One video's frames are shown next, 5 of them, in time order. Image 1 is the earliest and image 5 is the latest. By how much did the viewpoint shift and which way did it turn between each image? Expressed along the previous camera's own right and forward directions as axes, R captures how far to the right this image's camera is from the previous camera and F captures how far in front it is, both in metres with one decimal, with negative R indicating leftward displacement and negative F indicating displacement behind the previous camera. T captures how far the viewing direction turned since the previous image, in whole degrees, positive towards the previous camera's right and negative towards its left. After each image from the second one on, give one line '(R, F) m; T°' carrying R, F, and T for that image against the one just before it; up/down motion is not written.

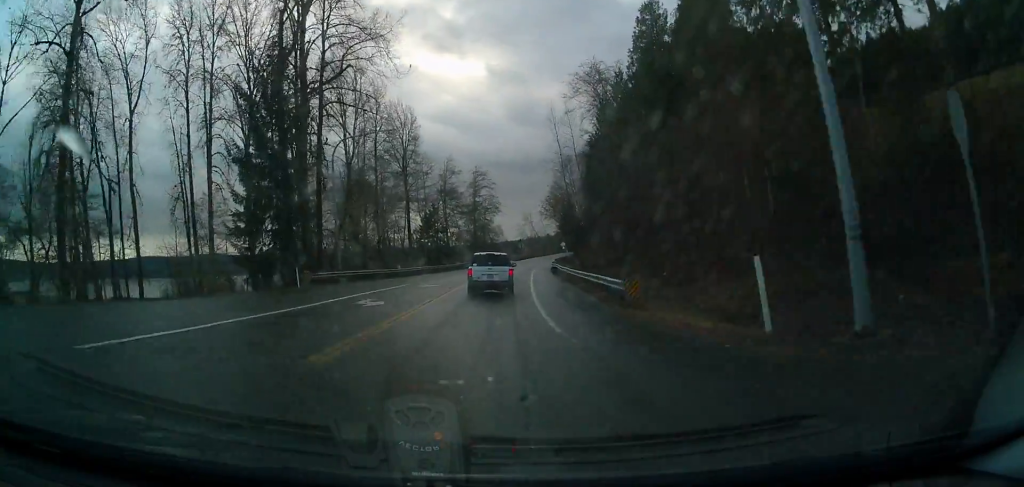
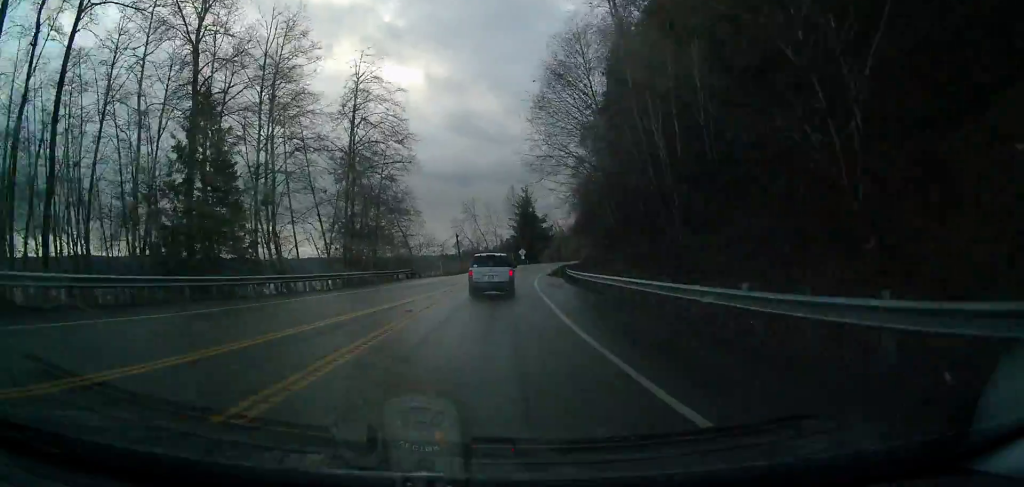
(0.0, +74.0) m; 0°
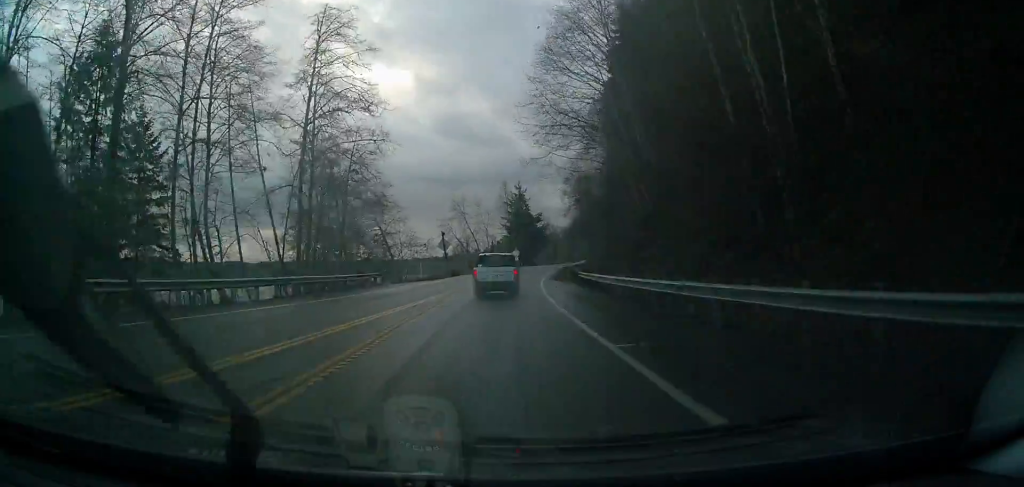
(0.0, +9.8) m; 0°
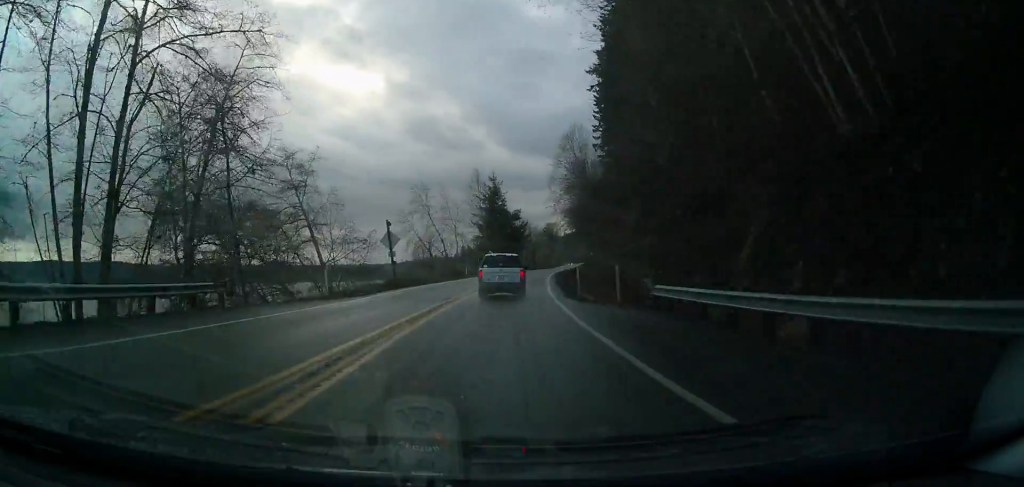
(0.0, +19.1) m; +3°
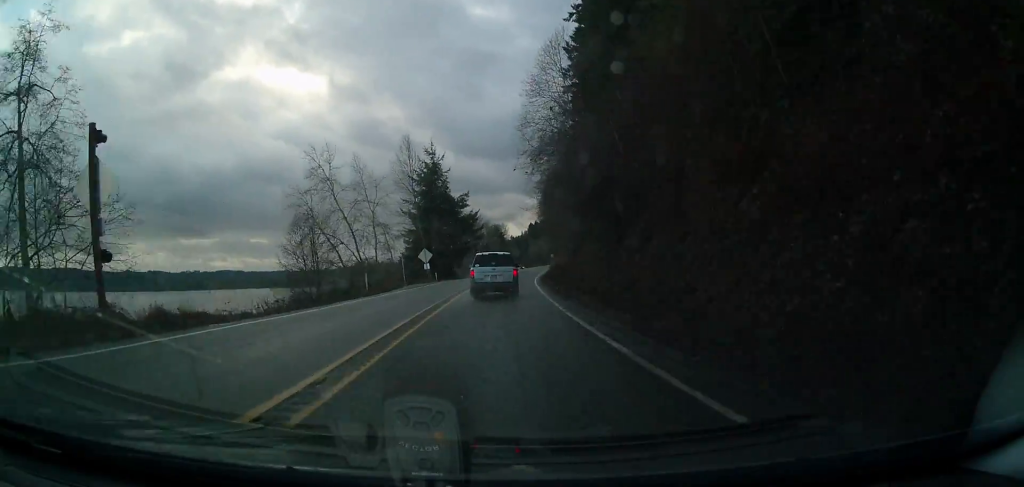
(+2.4, +28.9) m; +8°
